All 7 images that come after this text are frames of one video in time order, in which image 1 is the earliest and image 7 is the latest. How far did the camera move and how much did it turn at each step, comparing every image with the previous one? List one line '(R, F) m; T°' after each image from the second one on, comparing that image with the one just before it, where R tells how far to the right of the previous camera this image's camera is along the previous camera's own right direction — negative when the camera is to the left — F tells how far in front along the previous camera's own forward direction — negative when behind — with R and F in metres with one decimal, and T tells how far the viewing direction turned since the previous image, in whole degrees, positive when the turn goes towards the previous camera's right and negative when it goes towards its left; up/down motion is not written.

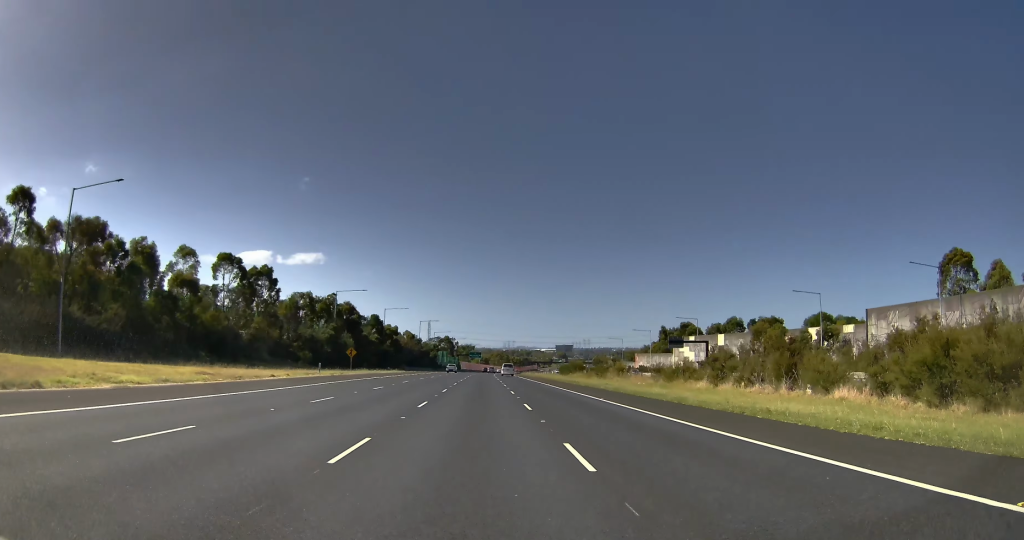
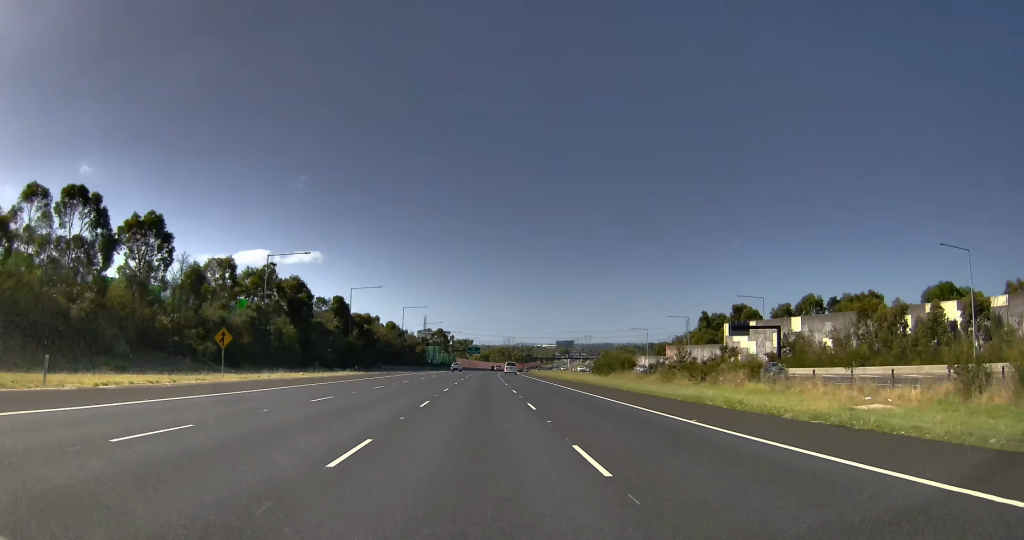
(+0.1, +30.5) m; +1°
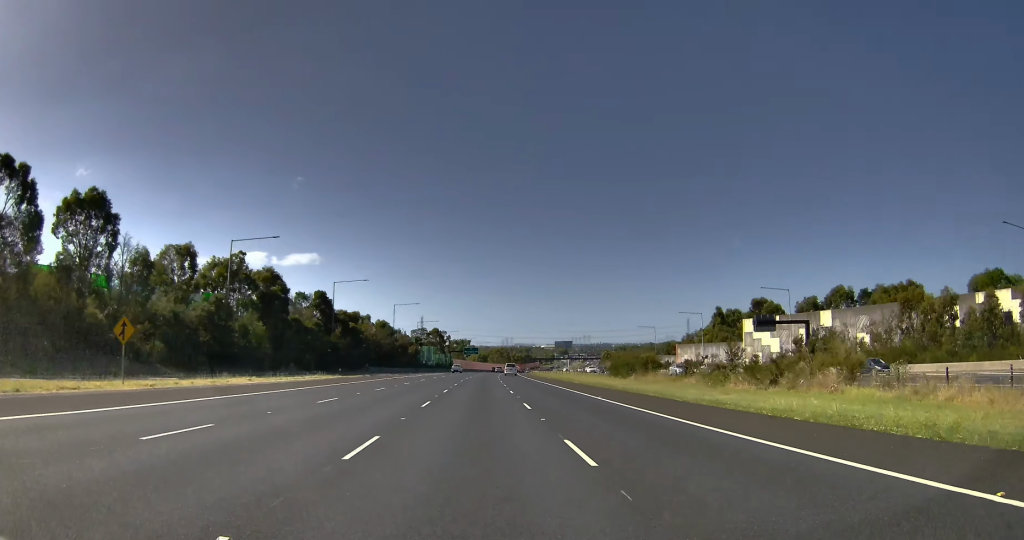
(0.0, +8.7) m; 0°
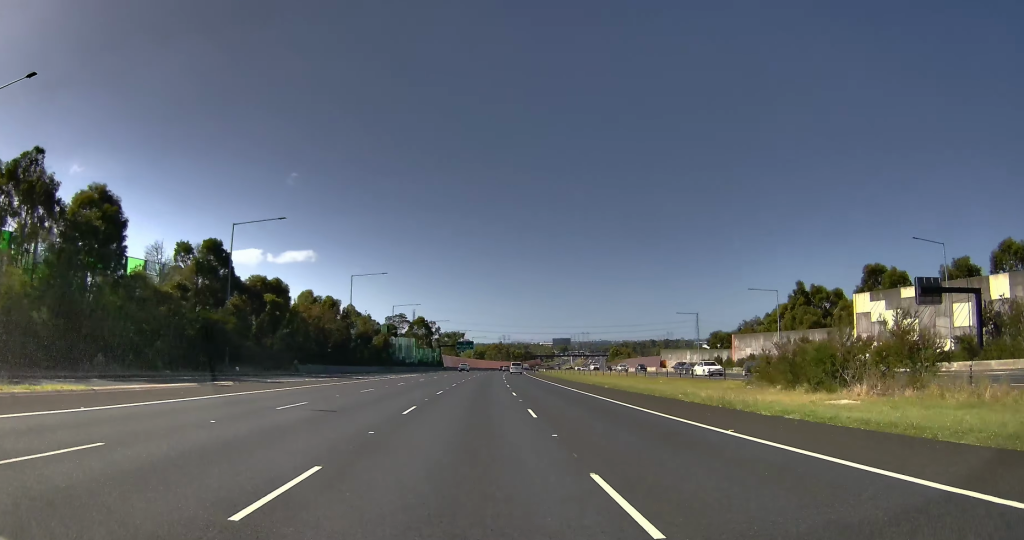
(0.0, +33.3) m; -1°
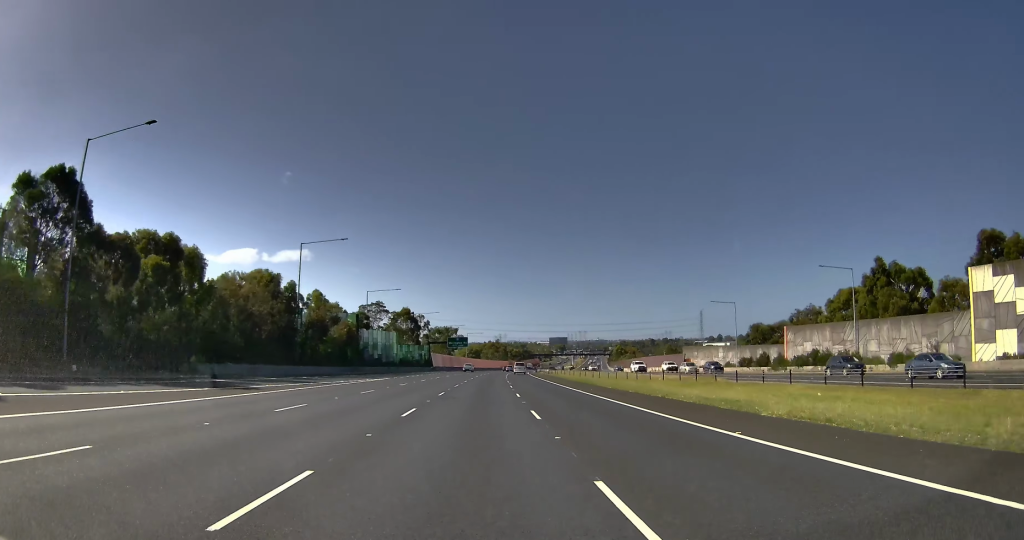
(-0.2, +23.8) m; -1°
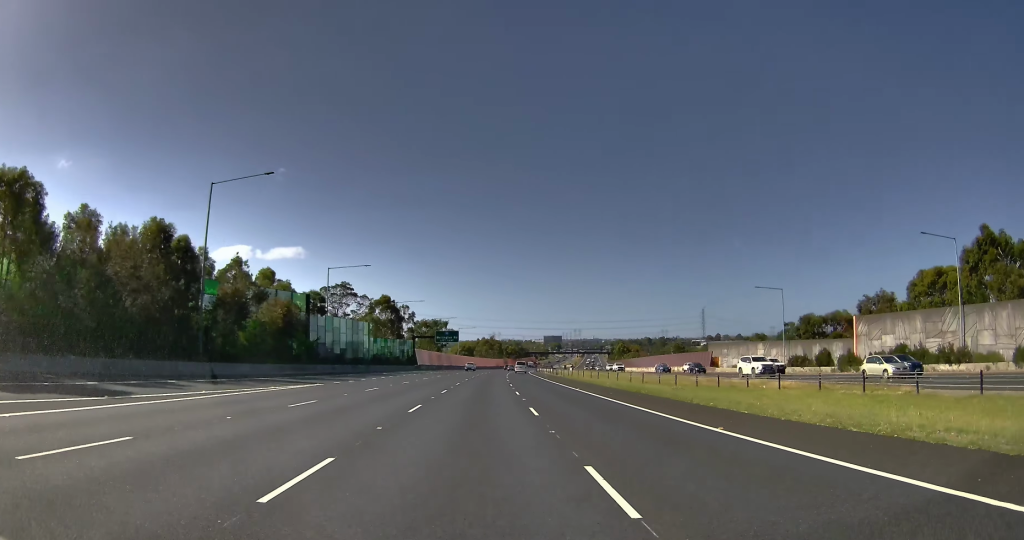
(-0.2, +25.4) m; 0°
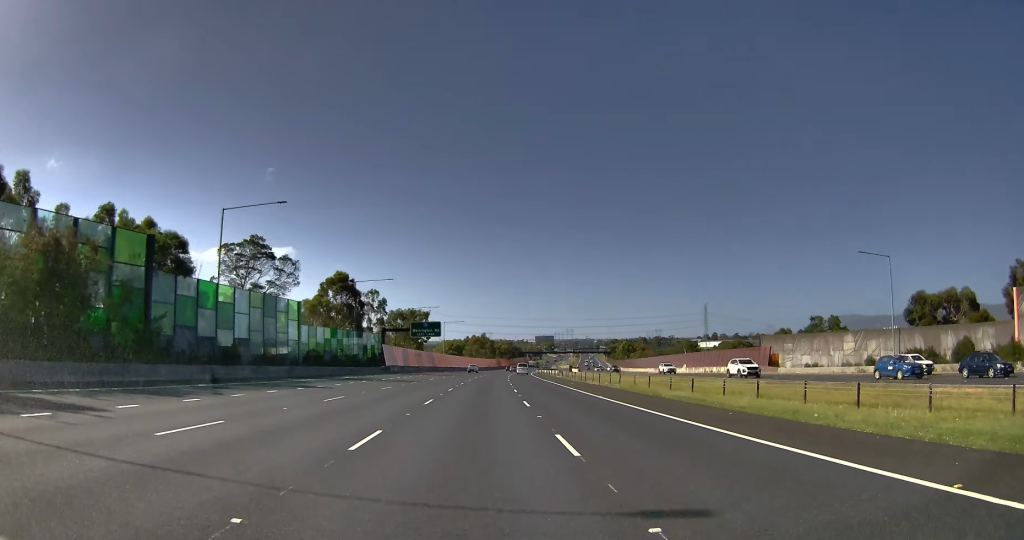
(+0.1, +39.2) m; 0°
